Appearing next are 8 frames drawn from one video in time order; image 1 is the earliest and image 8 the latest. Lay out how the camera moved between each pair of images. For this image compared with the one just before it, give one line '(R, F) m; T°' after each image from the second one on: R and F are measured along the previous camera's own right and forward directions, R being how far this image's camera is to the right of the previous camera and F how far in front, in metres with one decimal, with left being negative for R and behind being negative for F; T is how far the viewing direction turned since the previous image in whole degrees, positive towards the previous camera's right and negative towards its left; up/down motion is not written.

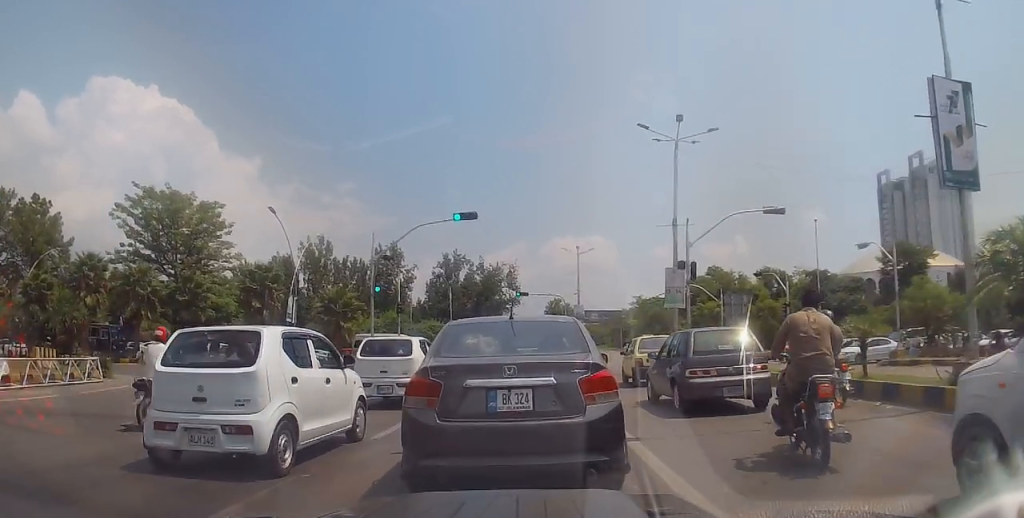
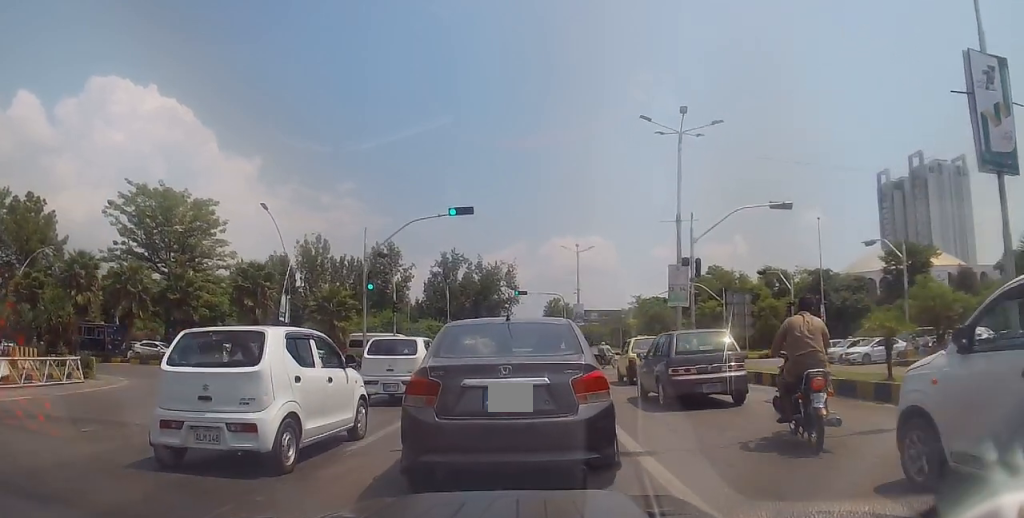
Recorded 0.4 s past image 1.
(+0.1, +1.2) m; -2°
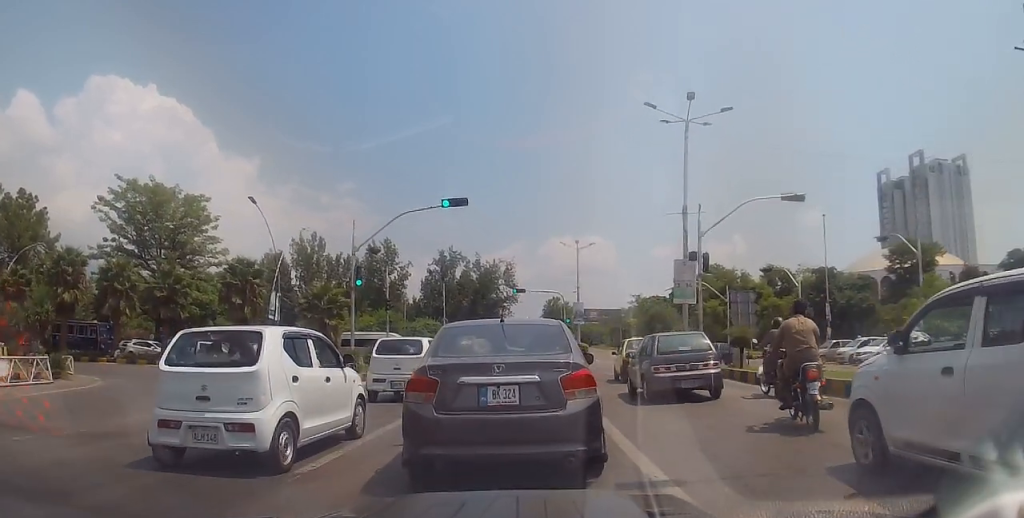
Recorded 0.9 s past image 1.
(+0.1, +1.6) m; -2°
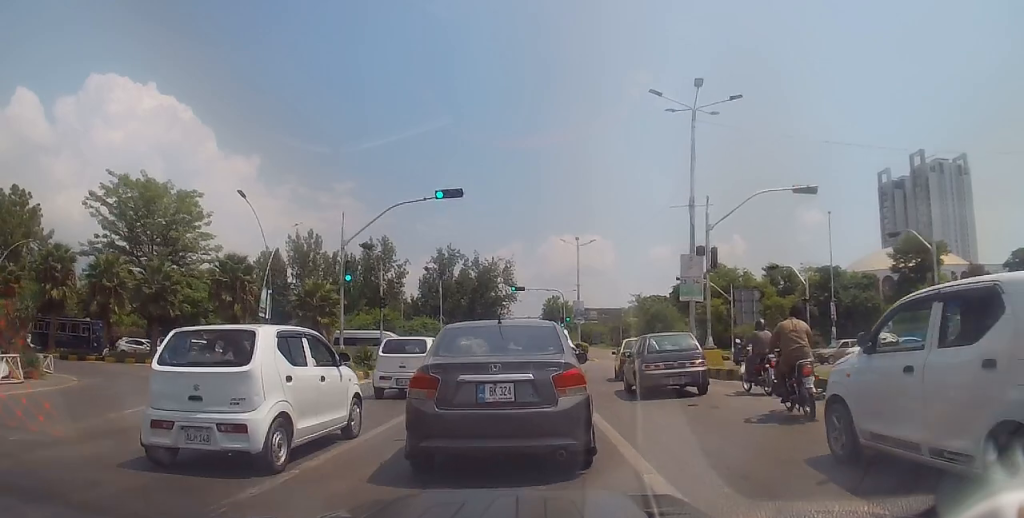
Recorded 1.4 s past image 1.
(-0.2, +1.5) m; 0°
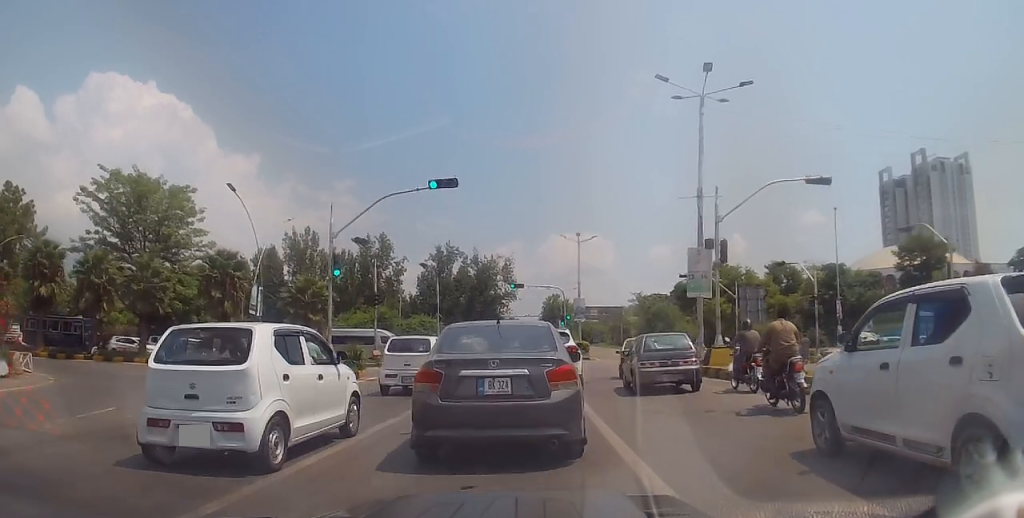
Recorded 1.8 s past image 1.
(-0.2, +1.4) m; 0°
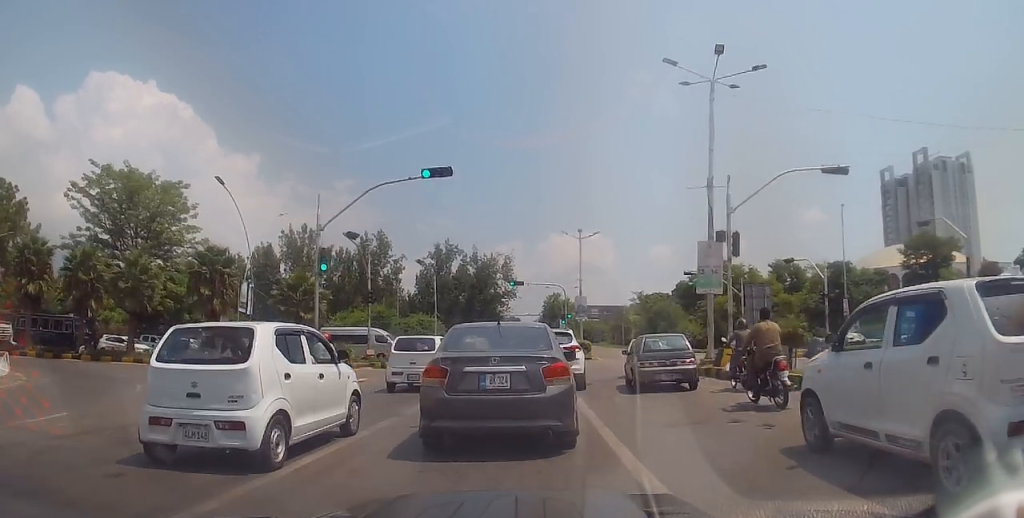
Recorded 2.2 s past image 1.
(+0.1, +1.6) m; 0°
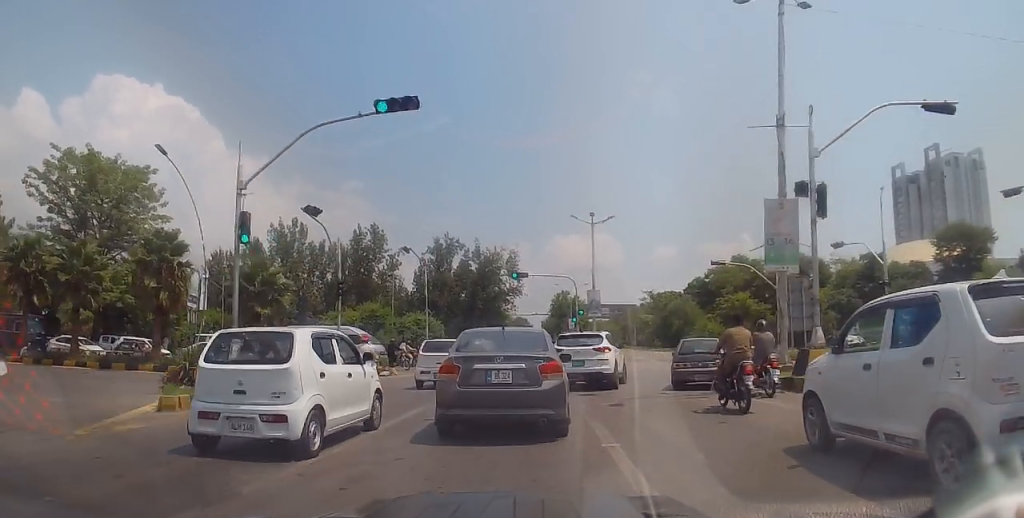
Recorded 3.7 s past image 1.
(-0.1, +6.8) m; 0°
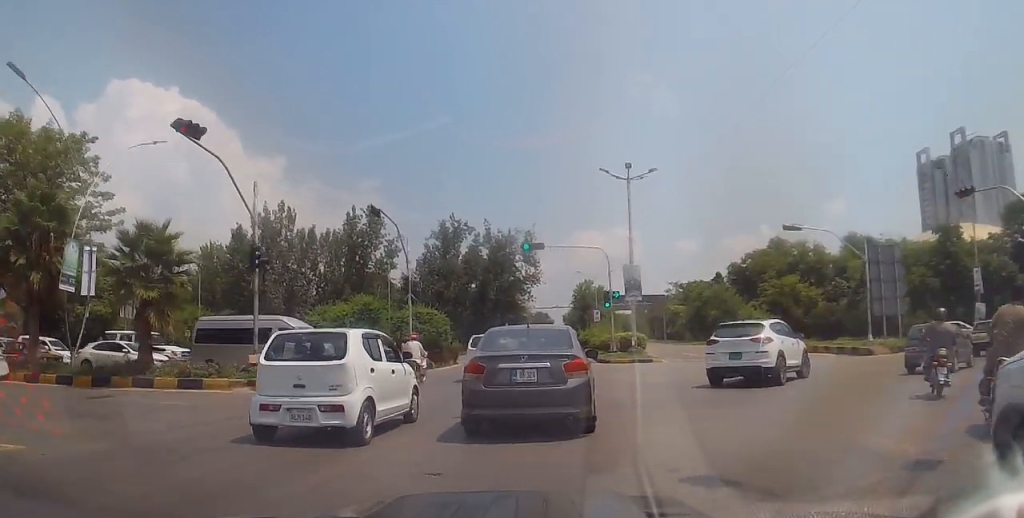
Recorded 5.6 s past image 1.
(-0.3, +11.0) m; -5°
